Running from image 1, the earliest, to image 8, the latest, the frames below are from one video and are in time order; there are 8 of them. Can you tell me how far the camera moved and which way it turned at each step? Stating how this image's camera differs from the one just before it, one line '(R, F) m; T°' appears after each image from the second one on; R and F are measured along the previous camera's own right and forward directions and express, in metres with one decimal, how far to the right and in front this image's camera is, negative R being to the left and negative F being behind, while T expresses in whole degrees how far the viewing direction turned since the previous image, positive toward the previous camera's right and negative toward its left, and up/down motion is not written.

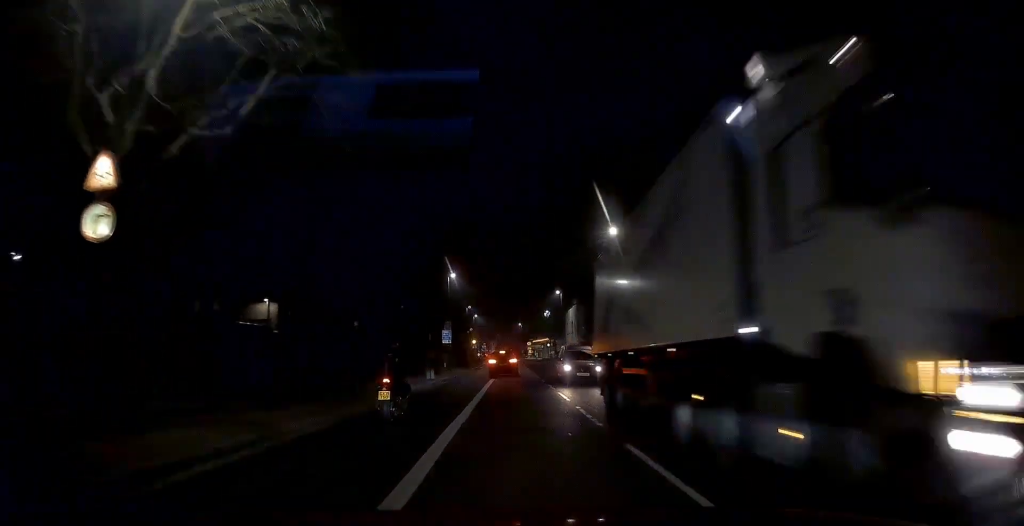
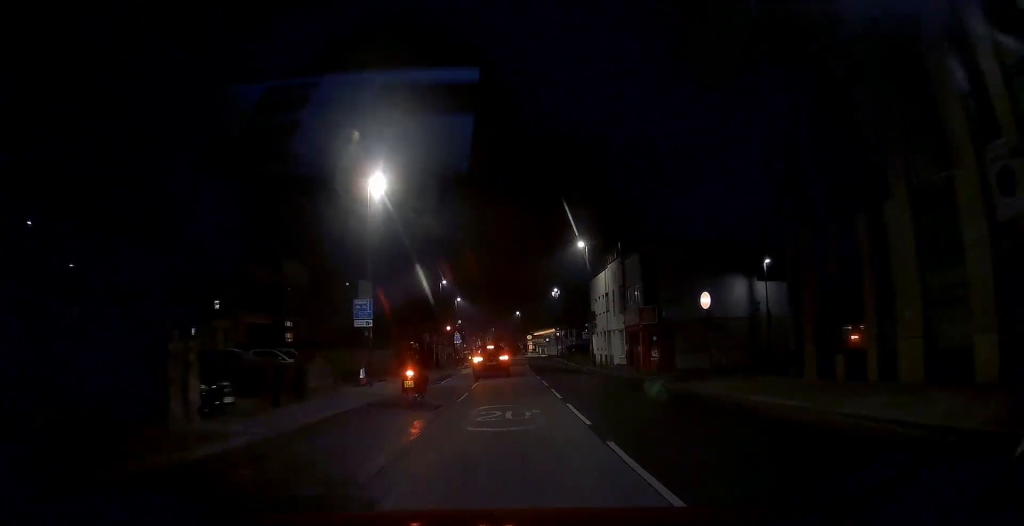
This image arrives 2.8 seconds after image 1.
(+0.2, +30.9) m; +1°
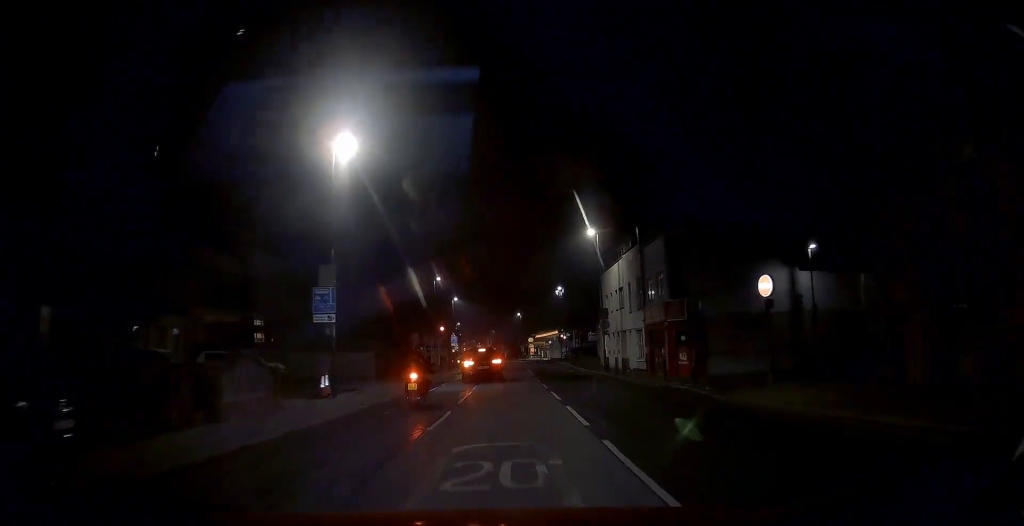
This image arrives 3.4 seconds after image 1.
(+0.1, +6.9) m; 0°
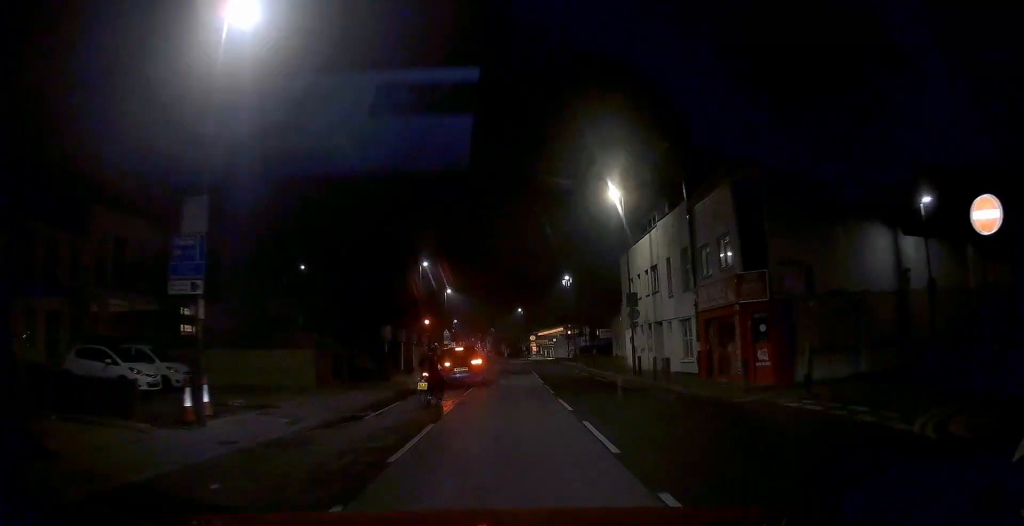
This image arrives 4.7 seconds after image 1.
(0.0, +9.9) m; 0°
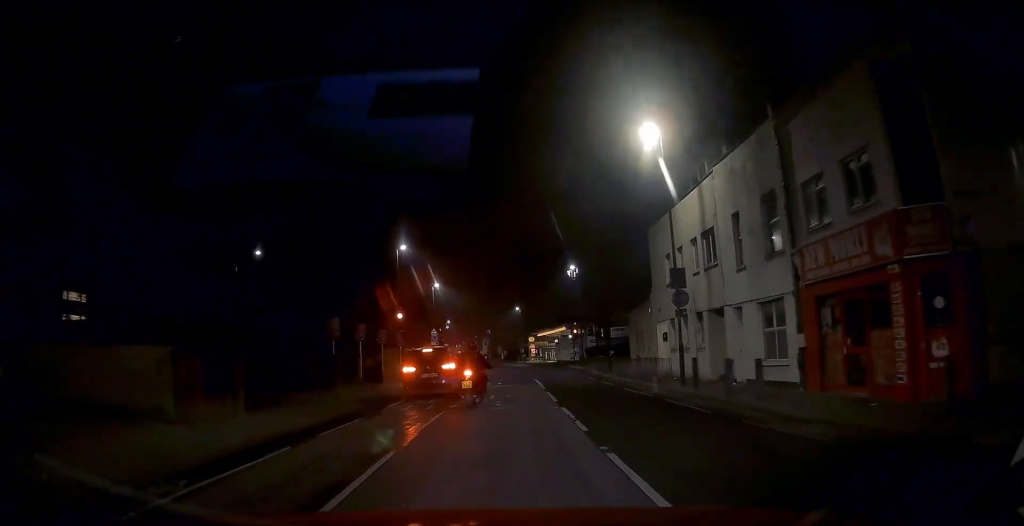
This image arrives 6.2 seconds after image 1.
(-0.1, +10.0) m; -1°
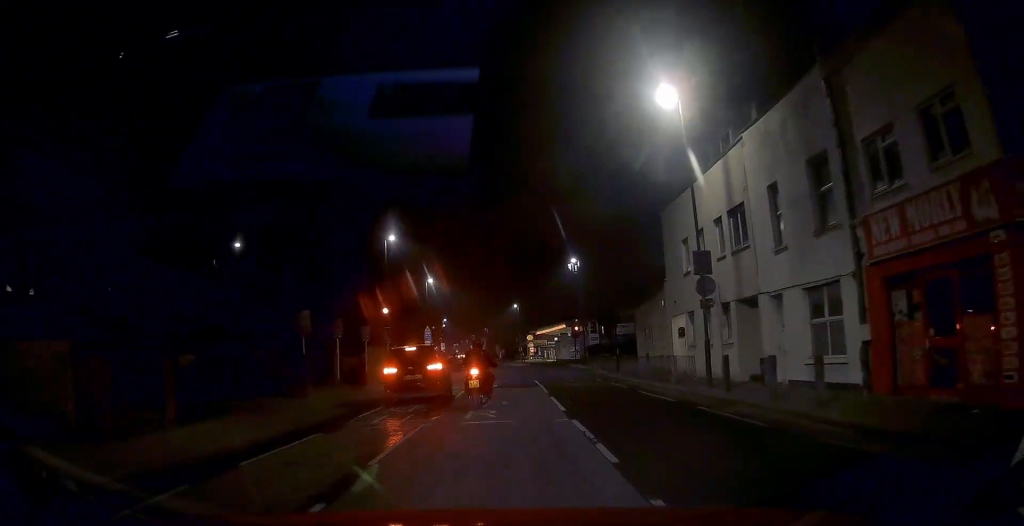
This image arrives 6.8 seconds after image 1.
(0.0, +3.7) m; -1°
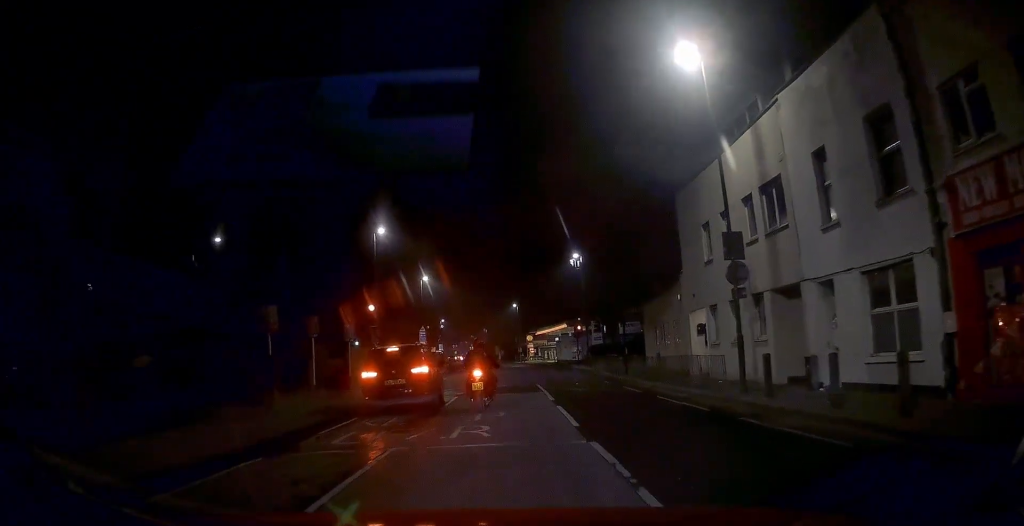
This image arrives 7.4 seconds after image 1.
(-0.1, +3.4) m; -1°
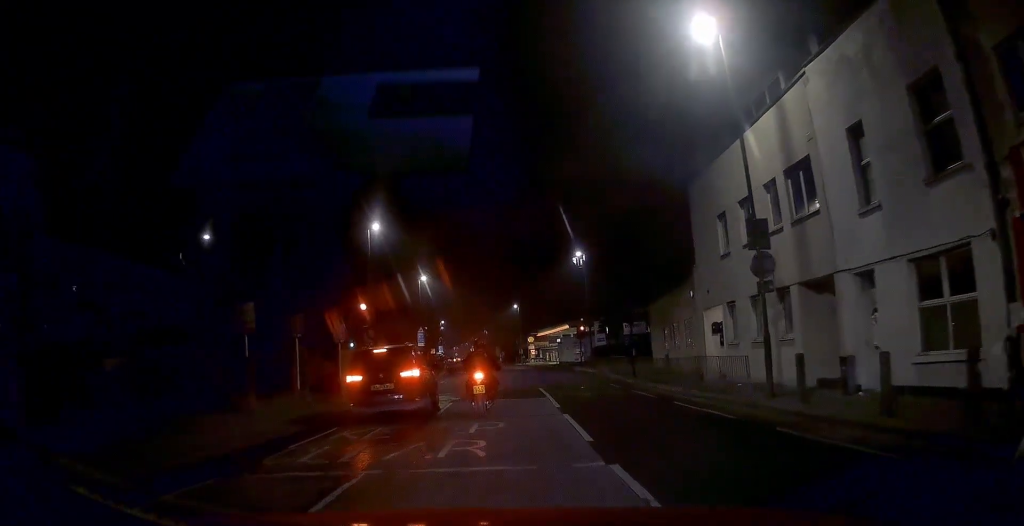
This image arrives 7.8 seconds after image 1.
(0.0, +2.2) m; 0°
